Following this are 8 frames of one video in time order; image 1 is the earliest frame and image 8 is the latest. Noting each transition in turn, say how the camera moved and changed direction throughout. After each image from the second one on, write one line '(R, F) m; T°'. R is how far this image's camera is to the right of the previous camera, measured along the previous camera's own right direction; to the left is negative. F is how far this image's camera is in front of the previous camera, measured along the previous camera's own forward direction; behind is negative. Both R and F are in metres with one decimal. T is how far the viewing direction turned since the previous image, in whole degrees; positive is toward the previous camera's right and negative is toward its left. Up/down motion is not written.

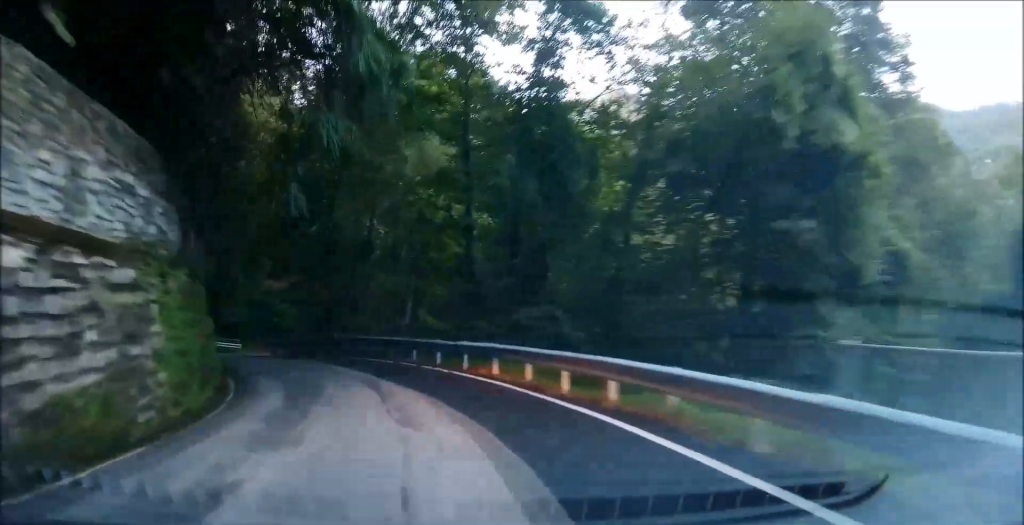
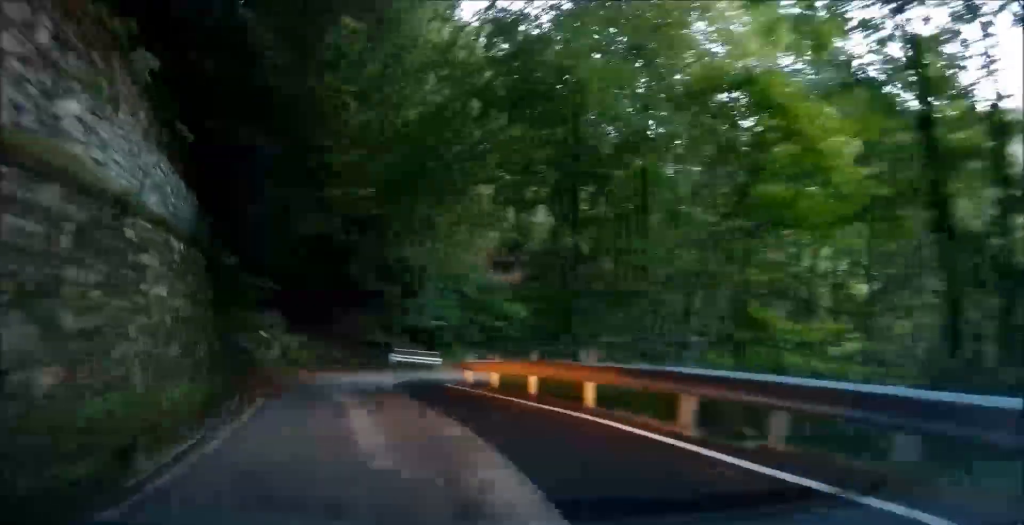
(-1.4, +15.7) m; -10°
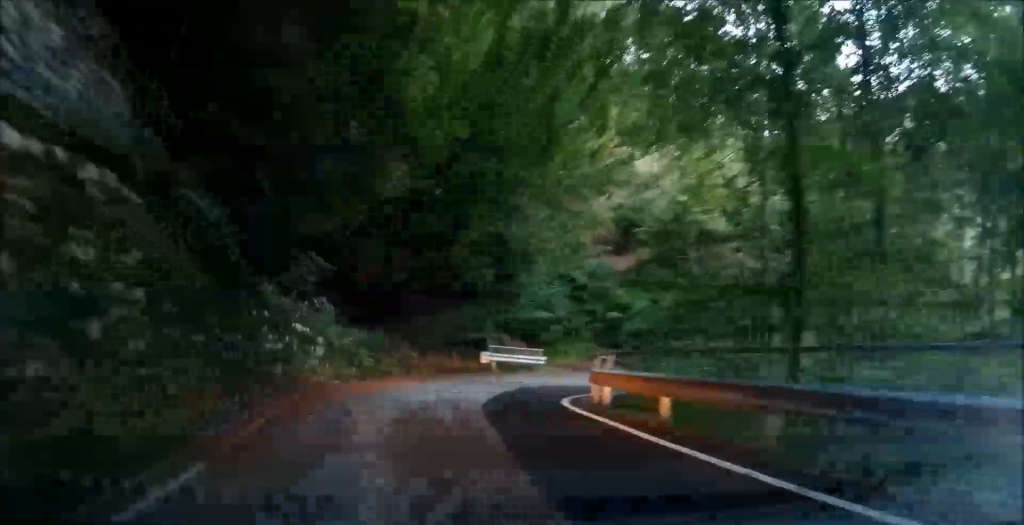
(-0.2, +6.5) m; -4°
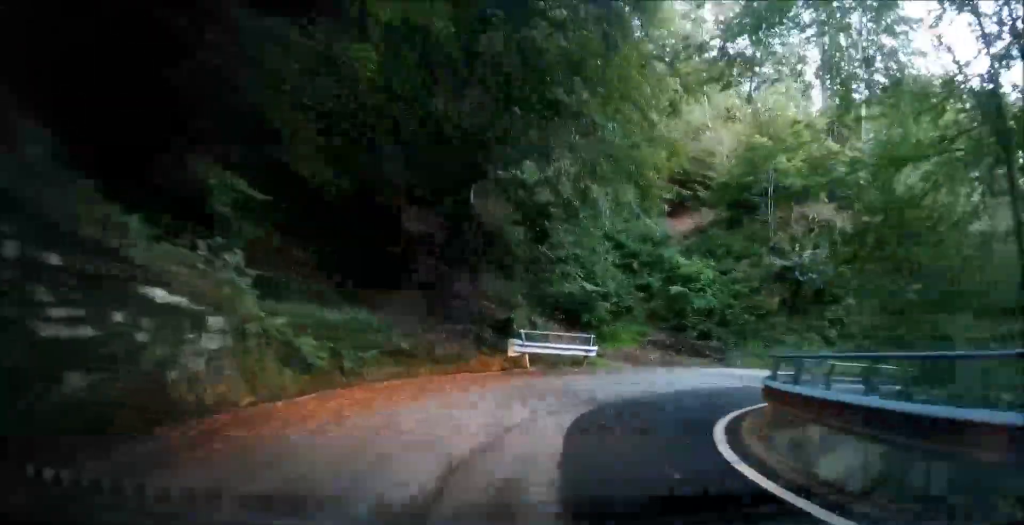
(-0.4, +8.5) m; +3°
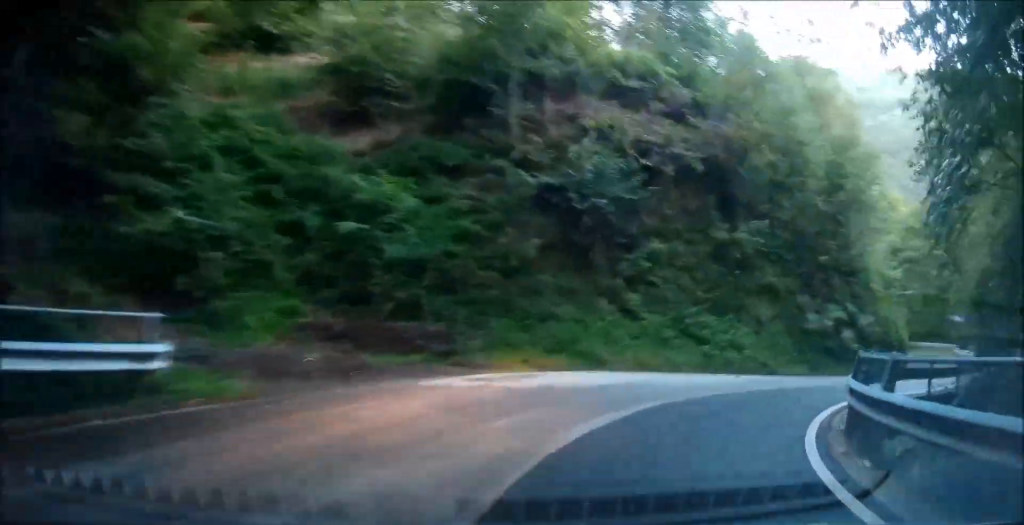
(+2.8, +12.7) m; +25°
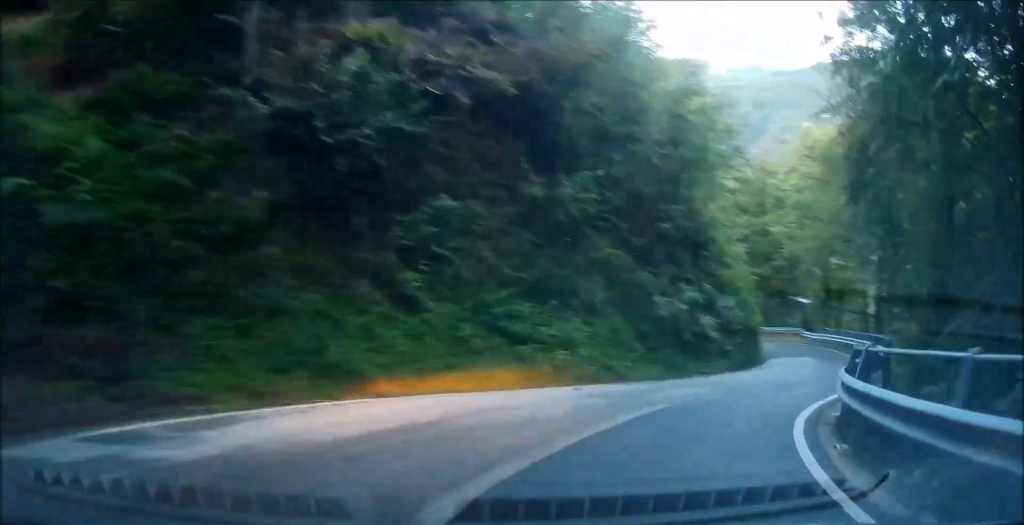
(+0.1, +6.3) m; +12°
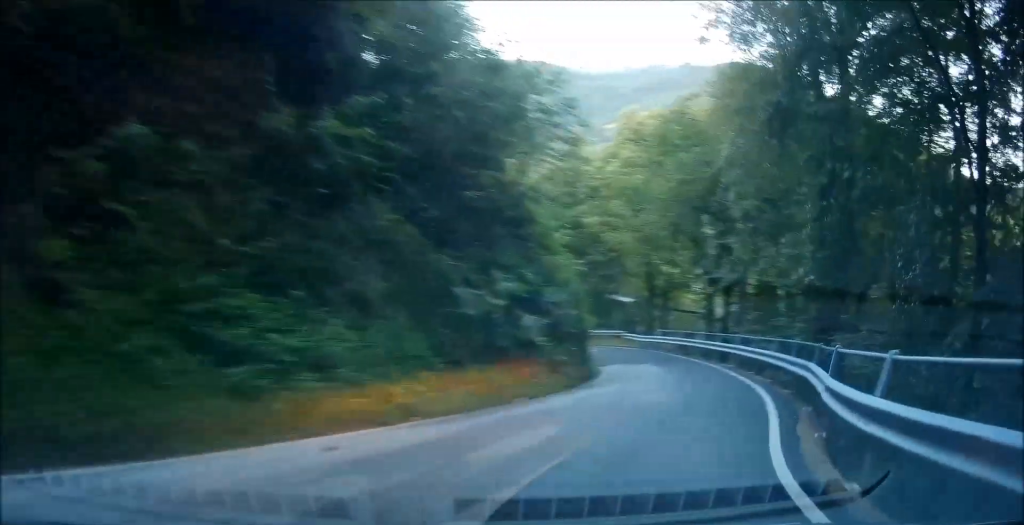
(+1.1, +6.0) m; +2°
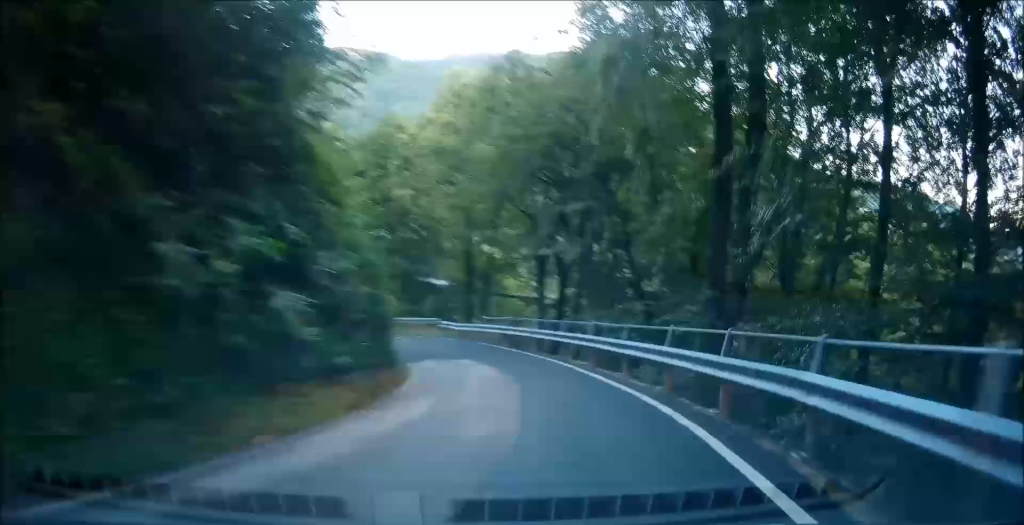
(-0.1, +6.0) m; -2°
